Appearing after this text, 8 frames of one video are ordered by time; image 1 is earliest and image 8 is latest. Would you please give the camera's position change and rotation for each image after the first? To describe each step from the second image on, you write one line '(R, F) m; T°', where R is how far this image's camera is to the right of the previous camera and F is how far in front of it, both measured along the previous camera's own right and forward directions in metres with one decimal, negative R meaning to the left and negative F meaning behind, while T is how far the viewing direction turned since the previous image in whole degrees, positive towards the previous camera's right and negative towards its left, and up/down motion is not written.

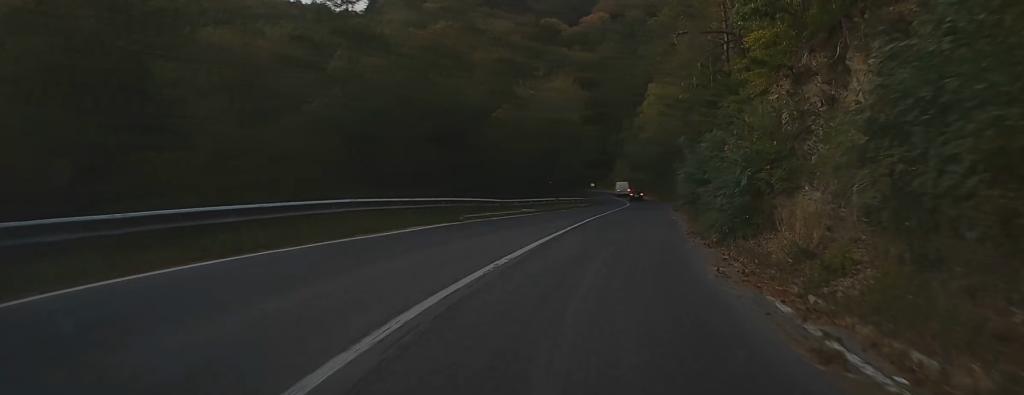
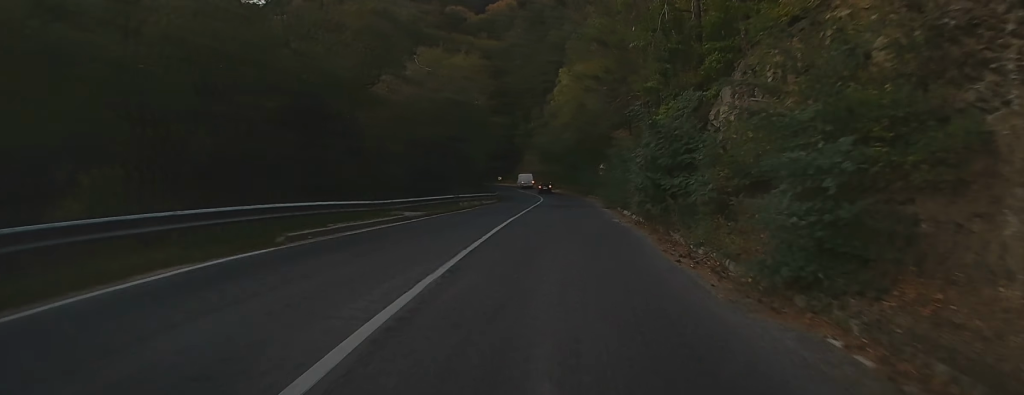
(+0.8, +9.6) m; +6°
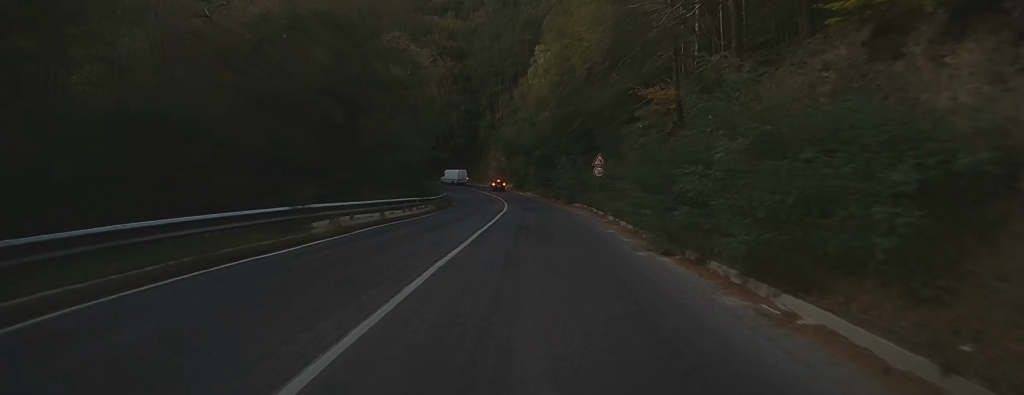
(+1.2, +22.2) m; +3°
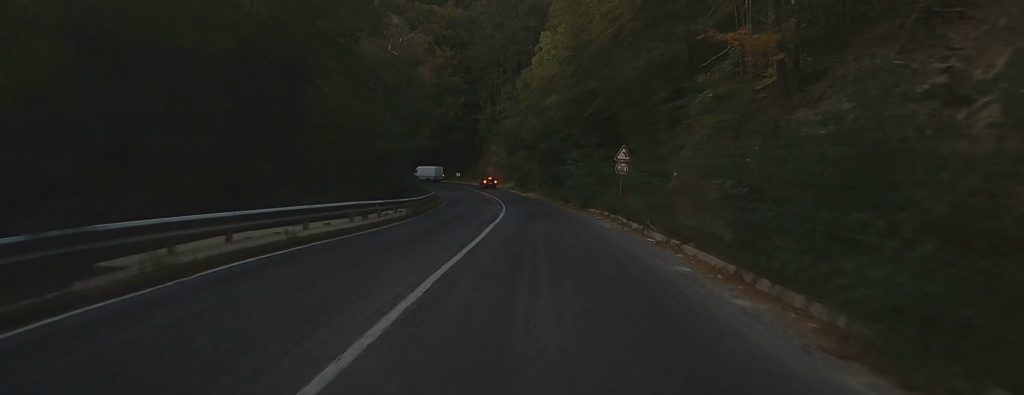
(0.0, +9.1) m; 0°
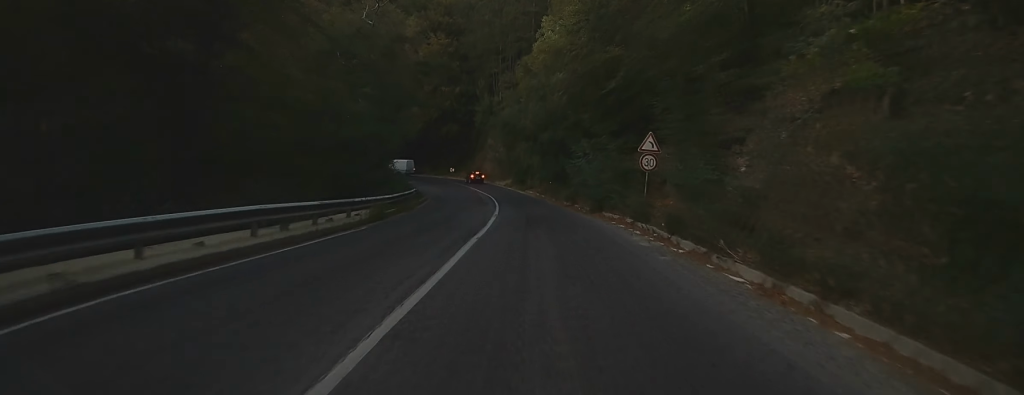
(+0.1, +7.1) m; -1°
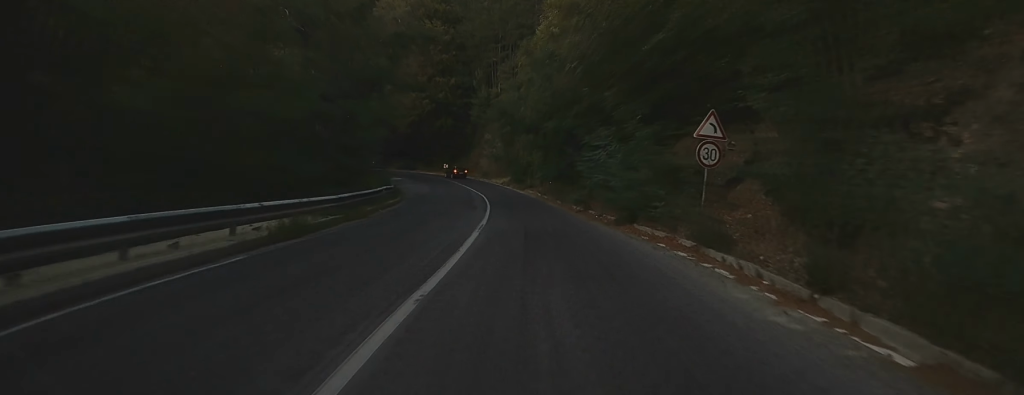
(-0.1, +8.3) m; -1°
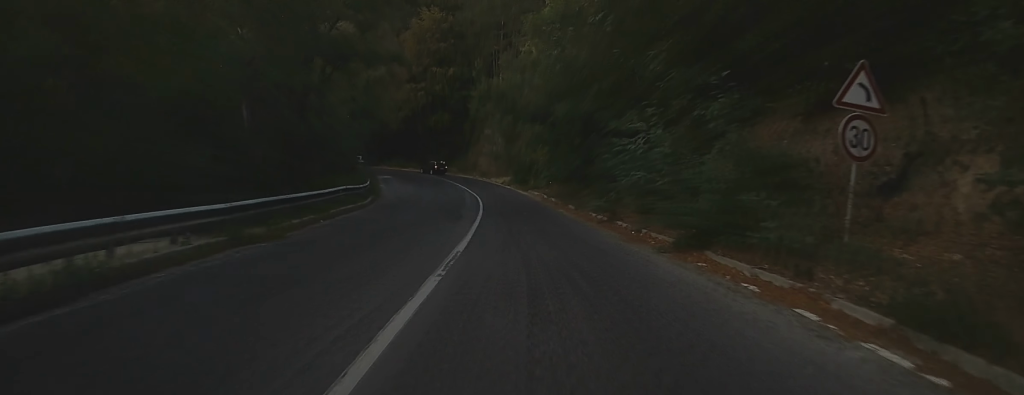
(-0.2, +7.7) m; -1°
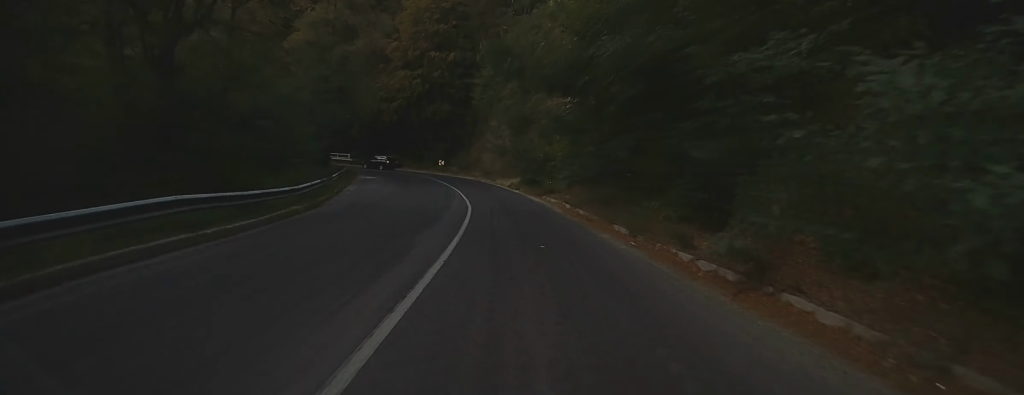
(+0.1, +12.7) m; 0°
